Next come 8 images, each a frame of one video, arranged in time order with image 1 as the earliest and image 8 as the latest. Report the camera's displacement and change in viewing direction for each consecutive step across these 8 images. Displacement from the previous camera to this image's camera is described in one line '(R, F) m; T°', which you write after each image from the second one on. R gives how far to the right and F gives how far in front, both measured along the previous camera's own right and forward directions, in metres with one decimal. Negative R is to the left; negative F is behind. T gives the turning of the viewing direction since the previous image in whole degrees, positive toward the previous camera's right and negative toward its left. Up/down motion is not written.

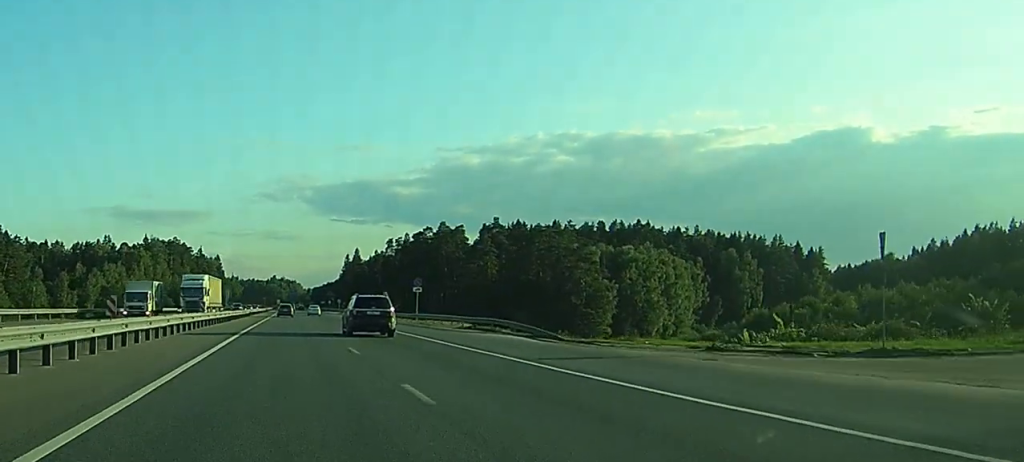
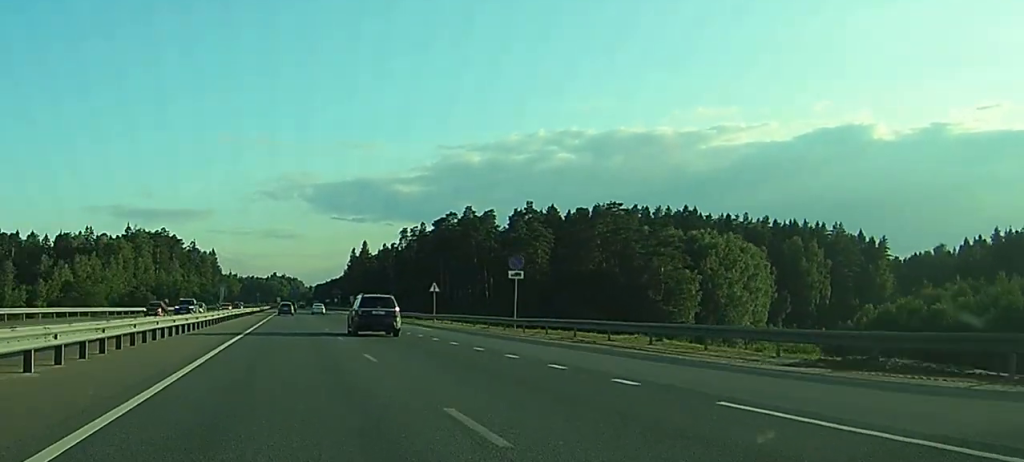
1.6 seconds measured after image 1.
(-0.7, +37.9) m; -2°
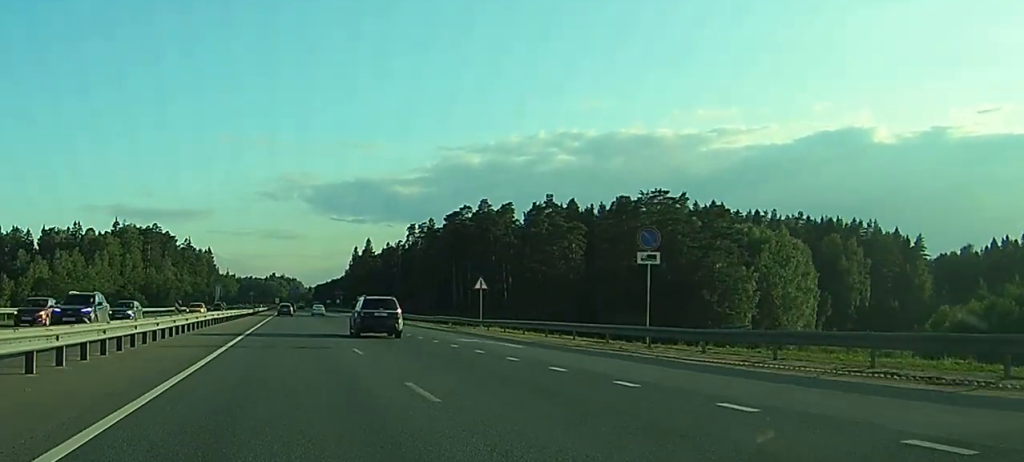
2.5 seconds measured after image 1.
(-0.1, +19.7) m; +1°
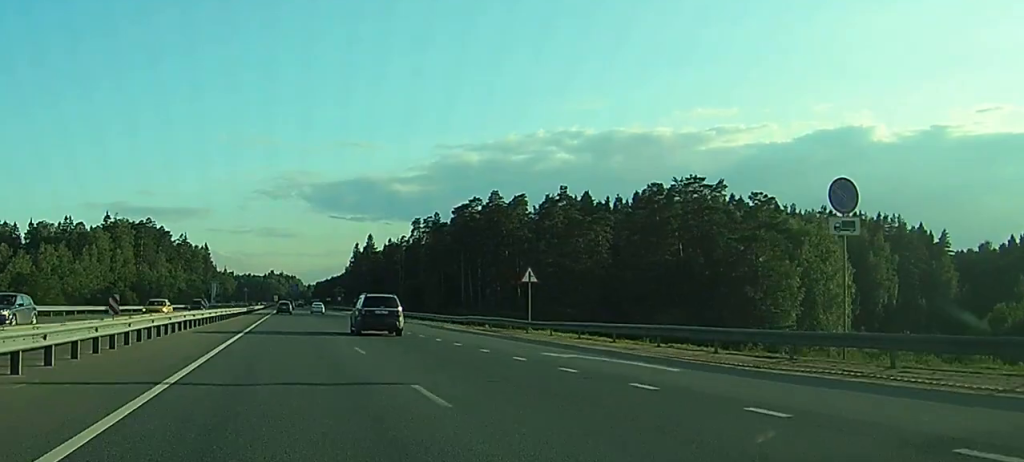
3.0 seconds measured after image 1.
(+0.1, +12.6) m; 0°
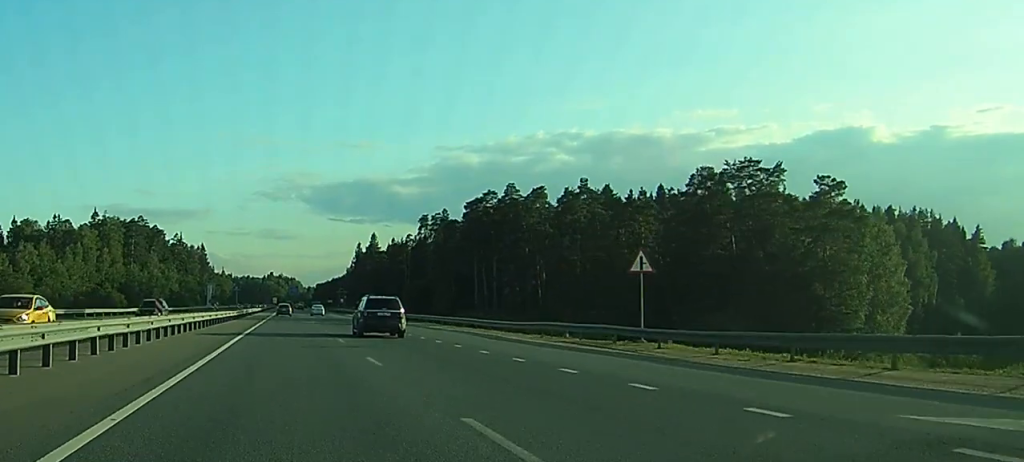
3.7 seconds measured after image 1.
(+0.1, +15.8) m; 0°
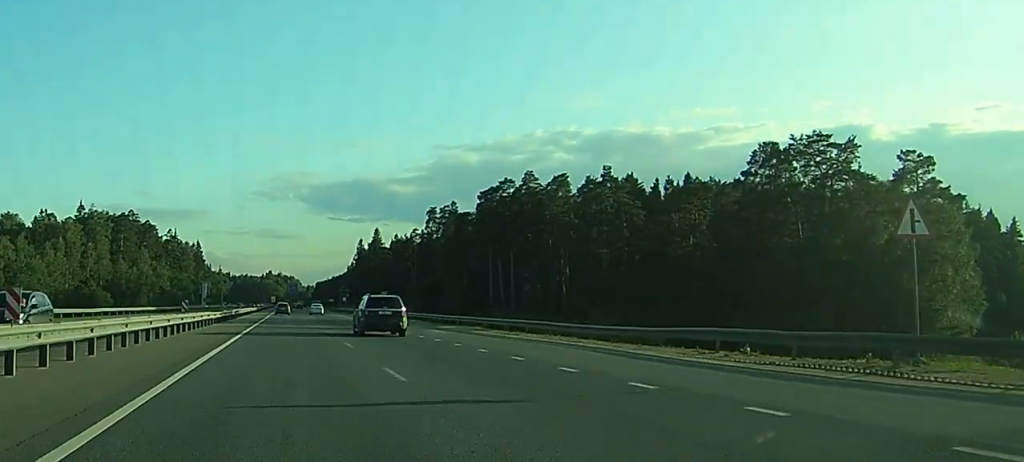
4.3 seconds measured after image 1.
(0.0, +15.8) m; 0°
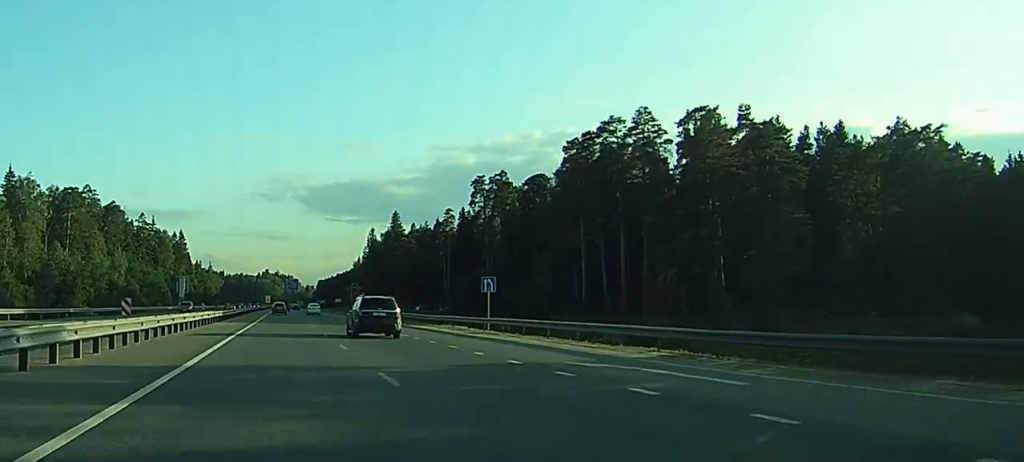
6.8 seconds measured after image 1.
(-1.2, +59.9) m; -2°
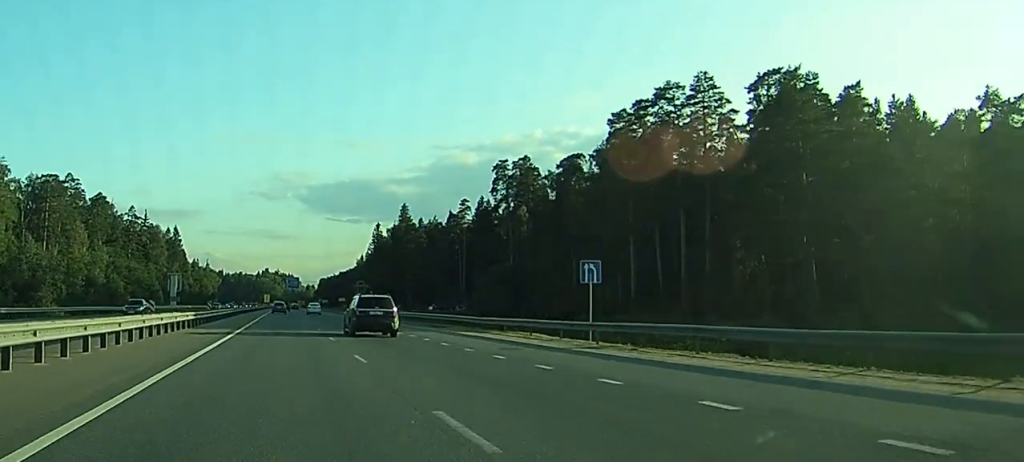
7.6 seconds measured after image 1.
(+0.2, +18.7) m; 0°
